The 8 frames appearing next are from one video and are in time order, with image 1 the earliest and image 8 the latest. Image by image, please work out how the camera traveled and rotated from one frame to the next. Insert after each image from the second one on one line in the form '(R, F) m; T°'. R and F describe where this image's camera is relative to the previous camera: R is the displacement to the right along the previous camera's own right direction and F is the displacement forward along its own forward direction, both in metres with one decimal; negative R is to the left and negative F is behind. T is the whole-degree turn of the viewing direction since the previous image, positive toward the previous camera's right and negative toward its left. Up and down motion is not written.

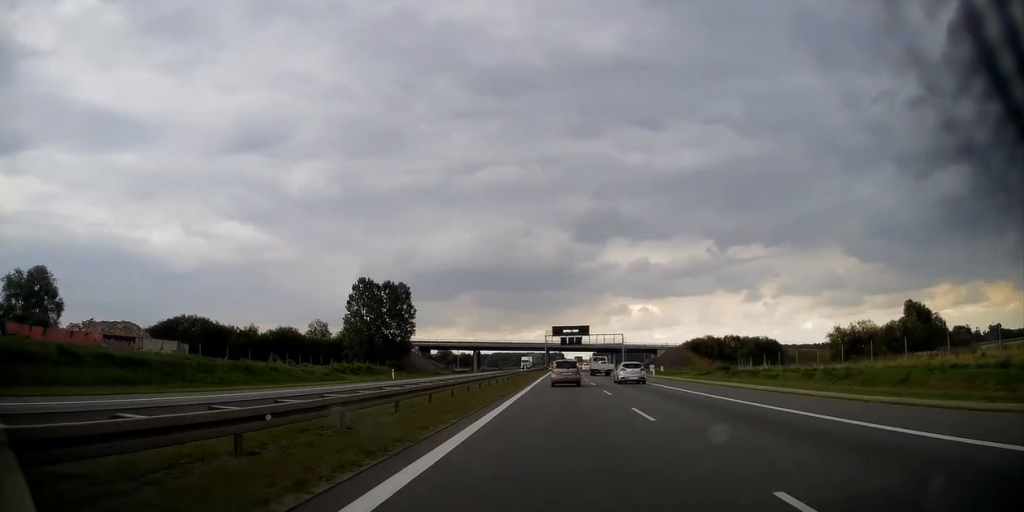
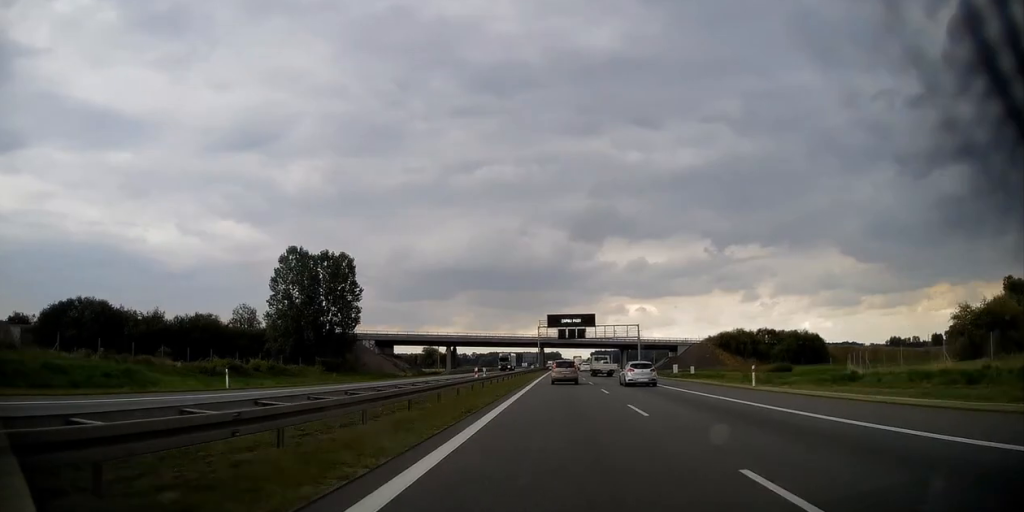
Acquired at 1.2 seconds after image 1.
(+0.3, +34.2) m; 0°
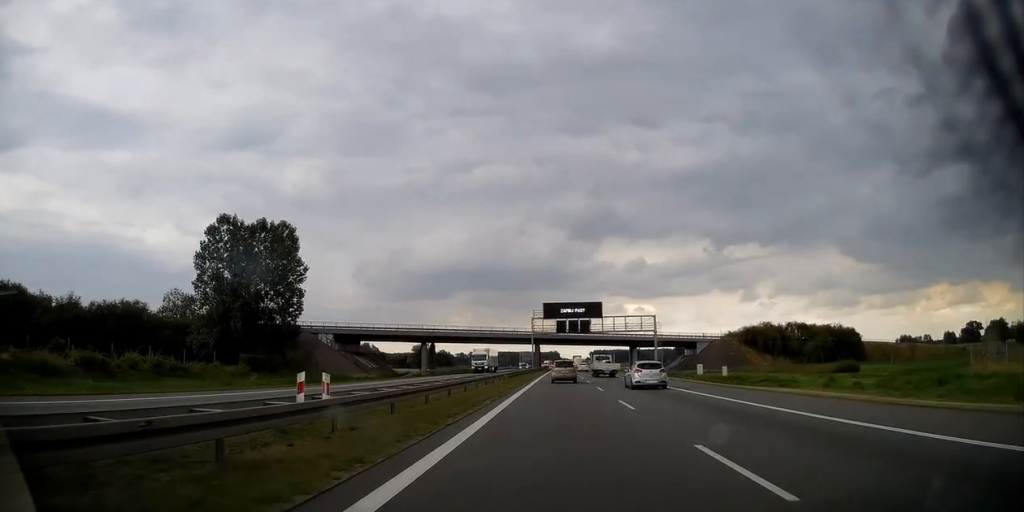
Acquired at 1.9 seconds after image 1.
(-0.1, +21.3) m; 0°
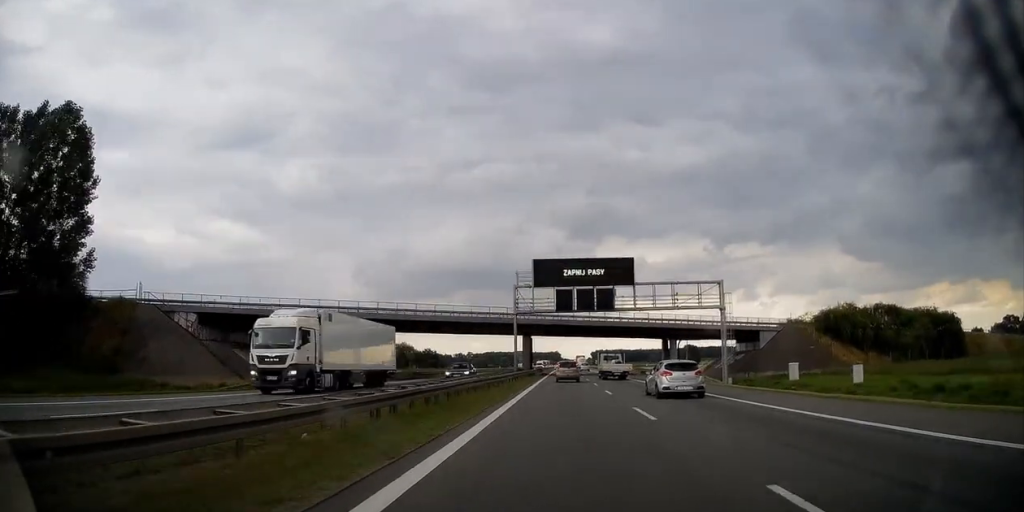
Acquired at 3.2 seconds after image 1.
(+0.2, +38.7) m; 0°
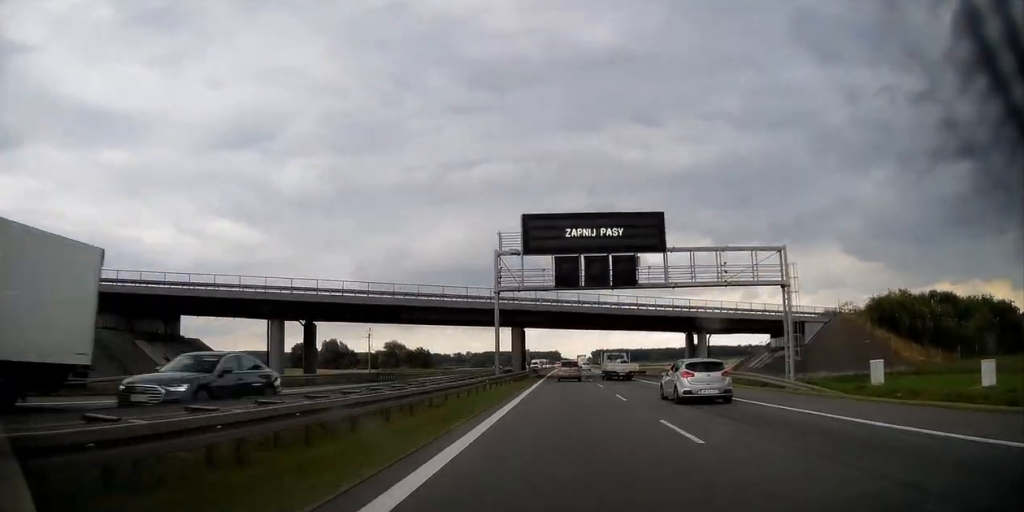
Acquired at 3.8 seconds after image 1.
(+0.2, +16.1) m; 0°
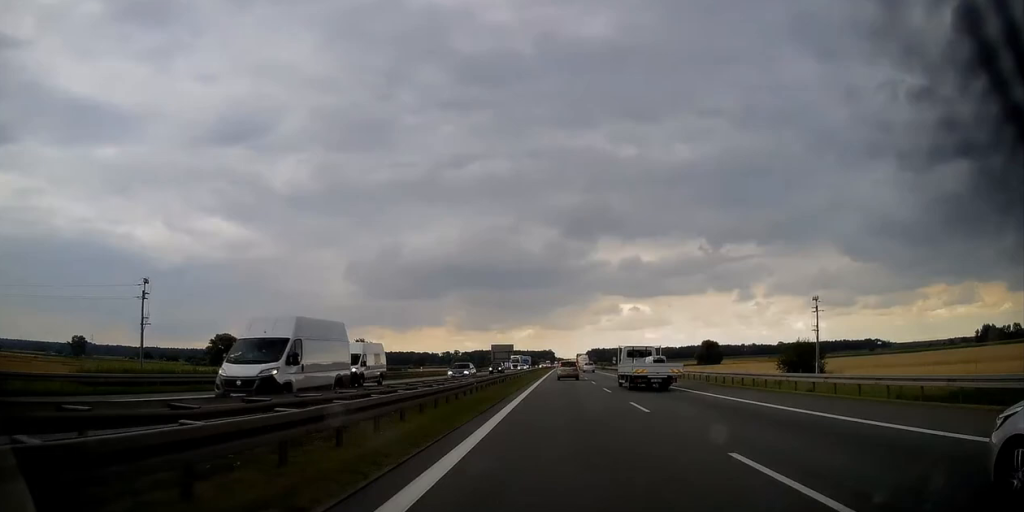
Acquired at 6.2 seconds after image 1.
(0.0, +76.3) m; +1°
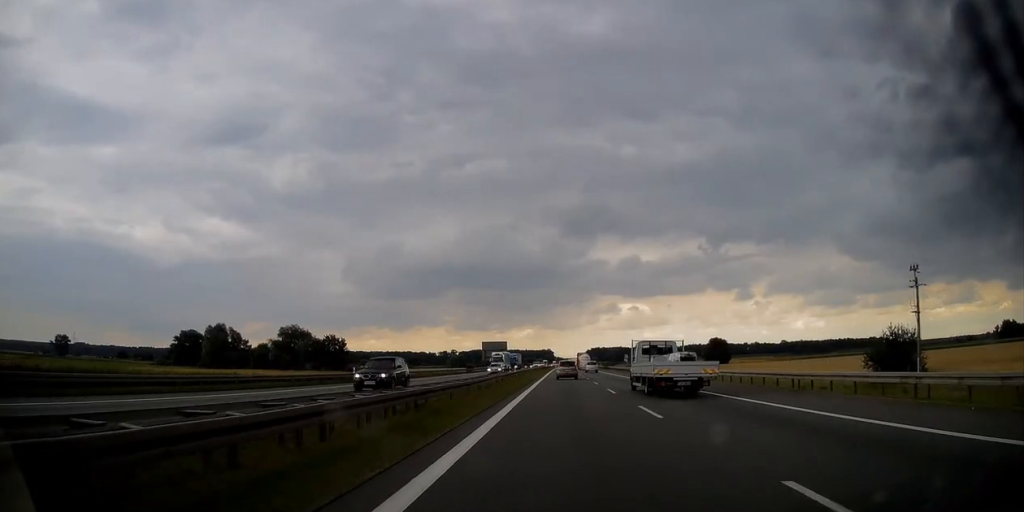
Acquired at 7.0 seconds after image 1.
(+0.1, +25.9) m; 0°
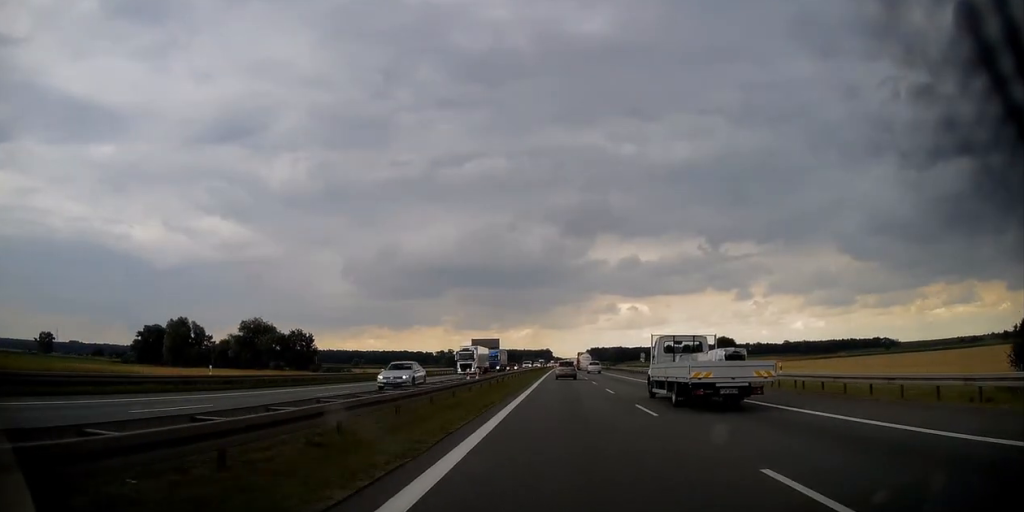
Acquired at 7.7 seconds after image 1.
(-0.4, +23.0) m; 0°
